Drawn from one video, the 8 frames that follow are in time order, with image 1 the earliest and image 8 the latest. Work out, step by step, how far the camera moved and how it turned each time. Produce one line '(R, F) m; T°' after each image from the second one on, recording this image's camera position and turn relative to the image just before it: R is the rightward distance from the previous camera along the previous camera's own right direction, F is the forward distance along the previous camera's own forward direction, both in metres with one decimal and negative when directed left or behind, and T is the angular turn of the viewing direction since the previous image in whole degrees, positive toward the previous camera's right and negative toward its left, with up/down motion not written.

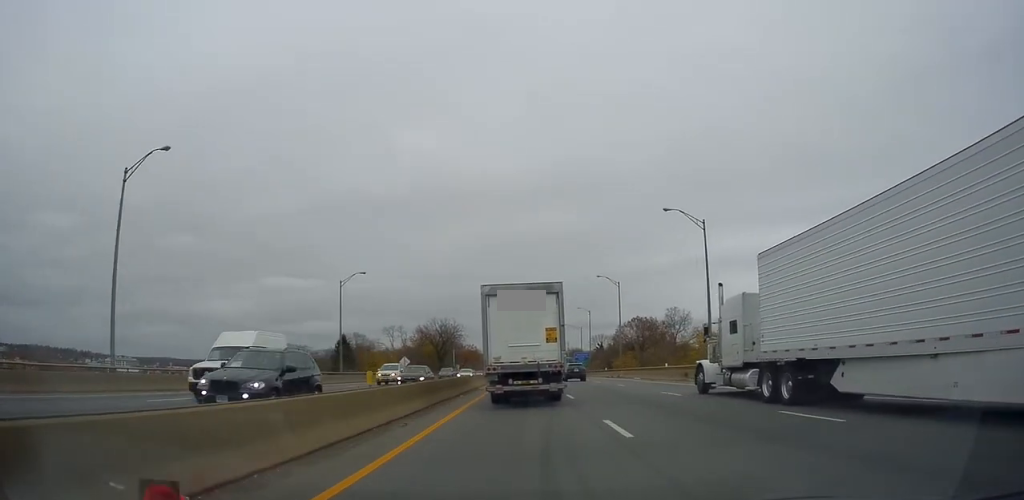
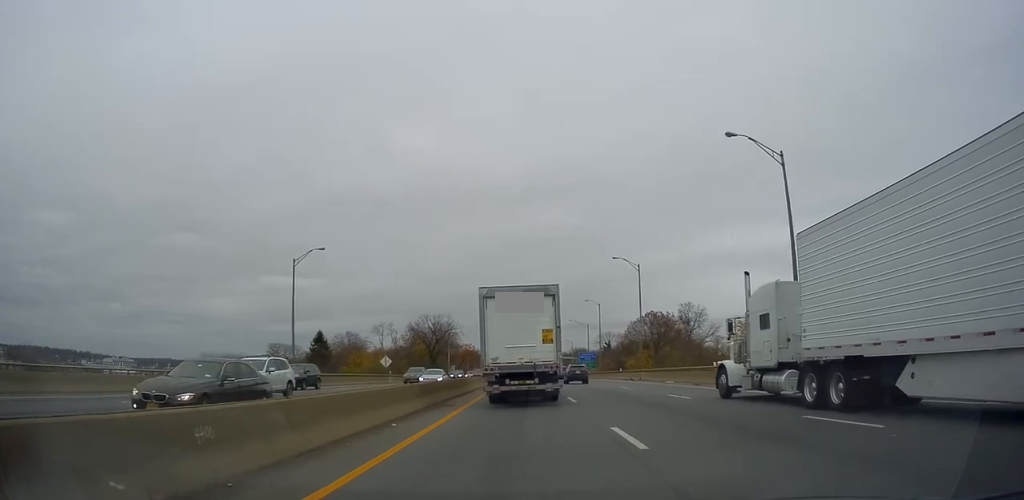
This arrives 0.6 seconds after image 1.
(0.0, +13.2) m; 0°
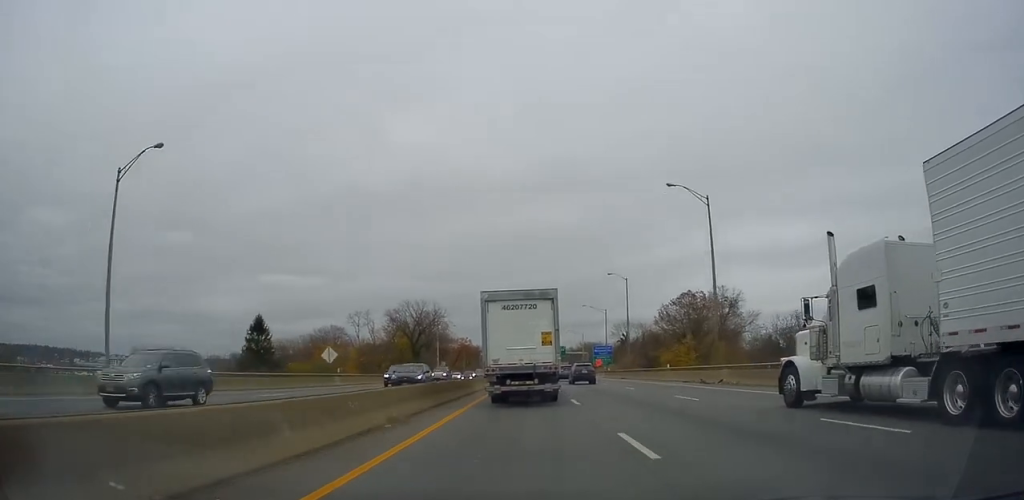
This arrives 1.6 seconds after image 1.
(+0.3, +24.4) m; 0°
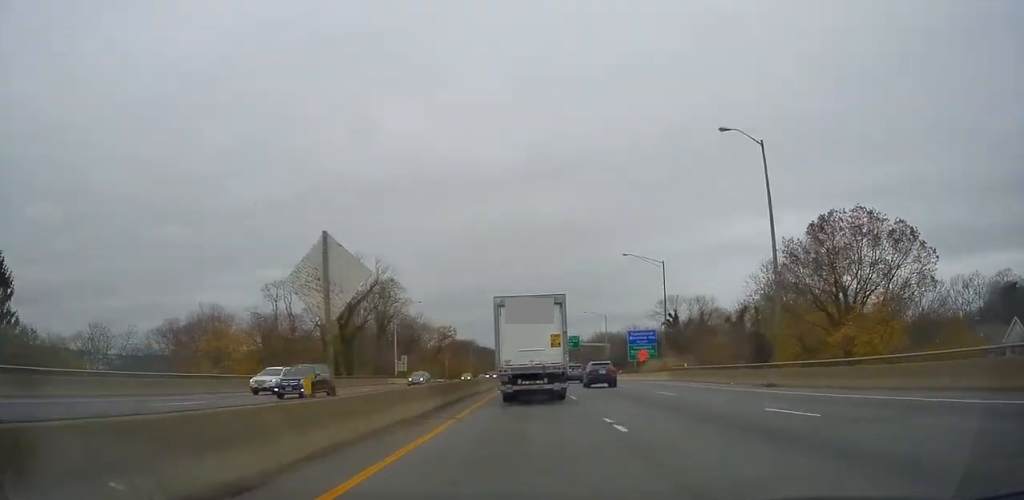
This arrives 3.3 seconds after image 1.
(+0.4, +44.1) m; 0°
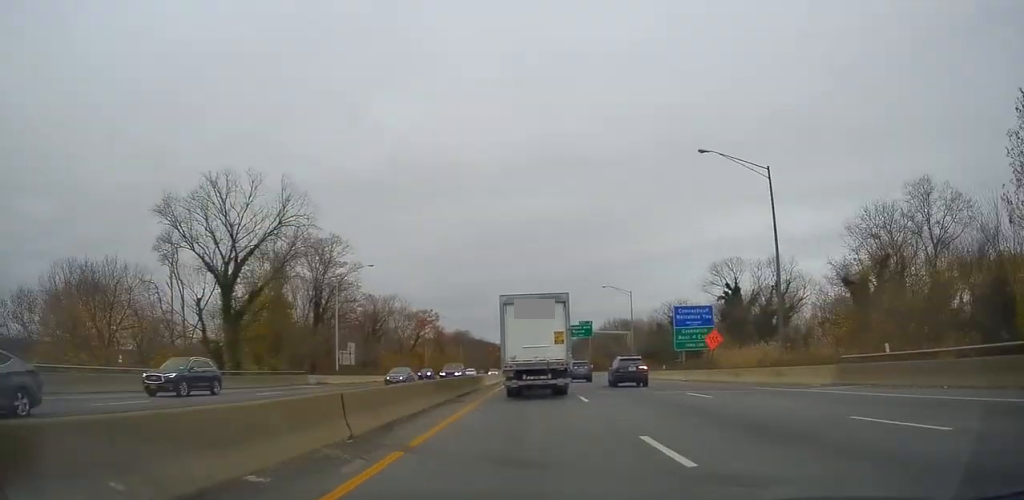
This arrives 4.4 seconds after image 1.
(-0.8, +28.4) m; -1°
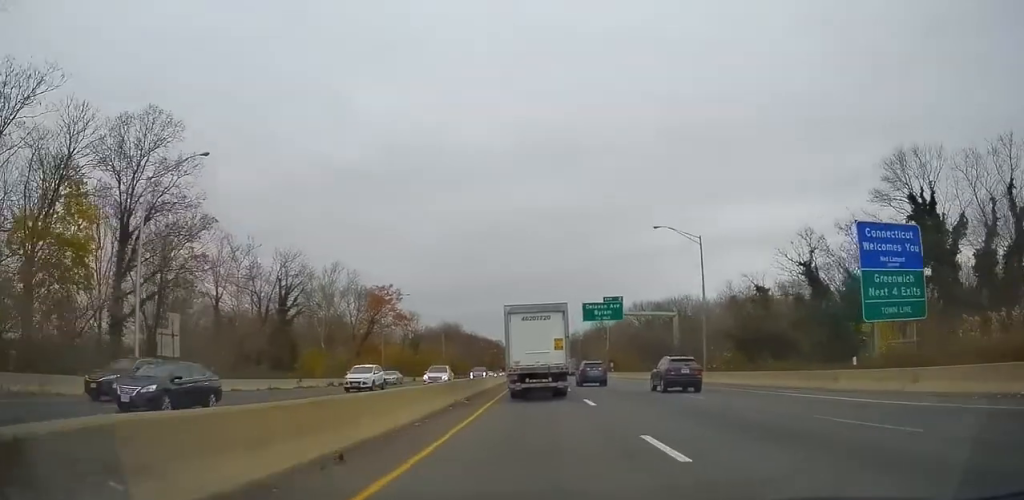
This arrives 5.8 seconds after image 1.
(+0.6, +36.1) m; 0°
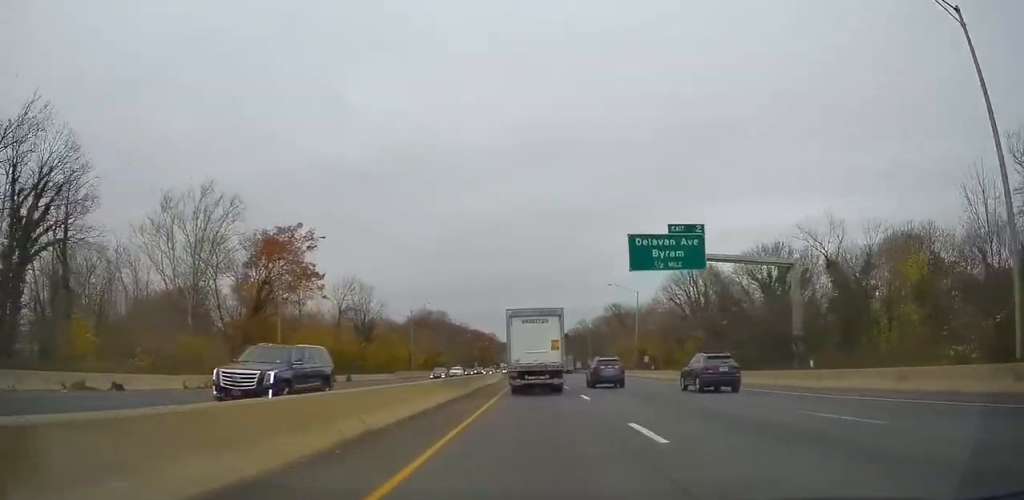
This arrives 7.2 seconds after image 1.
(-0.3, +35.6) m; 0°
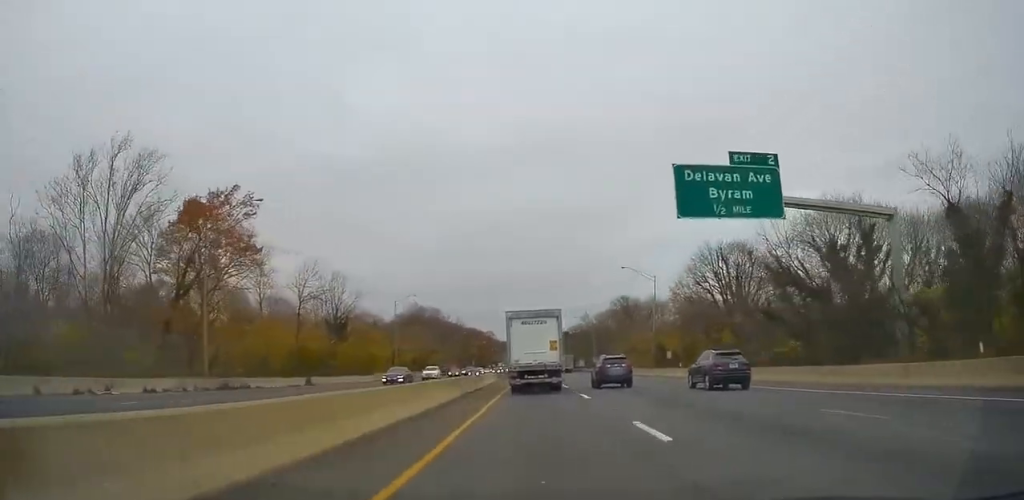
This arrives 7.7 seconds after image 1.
(0.0, +12.5) m; 0°
